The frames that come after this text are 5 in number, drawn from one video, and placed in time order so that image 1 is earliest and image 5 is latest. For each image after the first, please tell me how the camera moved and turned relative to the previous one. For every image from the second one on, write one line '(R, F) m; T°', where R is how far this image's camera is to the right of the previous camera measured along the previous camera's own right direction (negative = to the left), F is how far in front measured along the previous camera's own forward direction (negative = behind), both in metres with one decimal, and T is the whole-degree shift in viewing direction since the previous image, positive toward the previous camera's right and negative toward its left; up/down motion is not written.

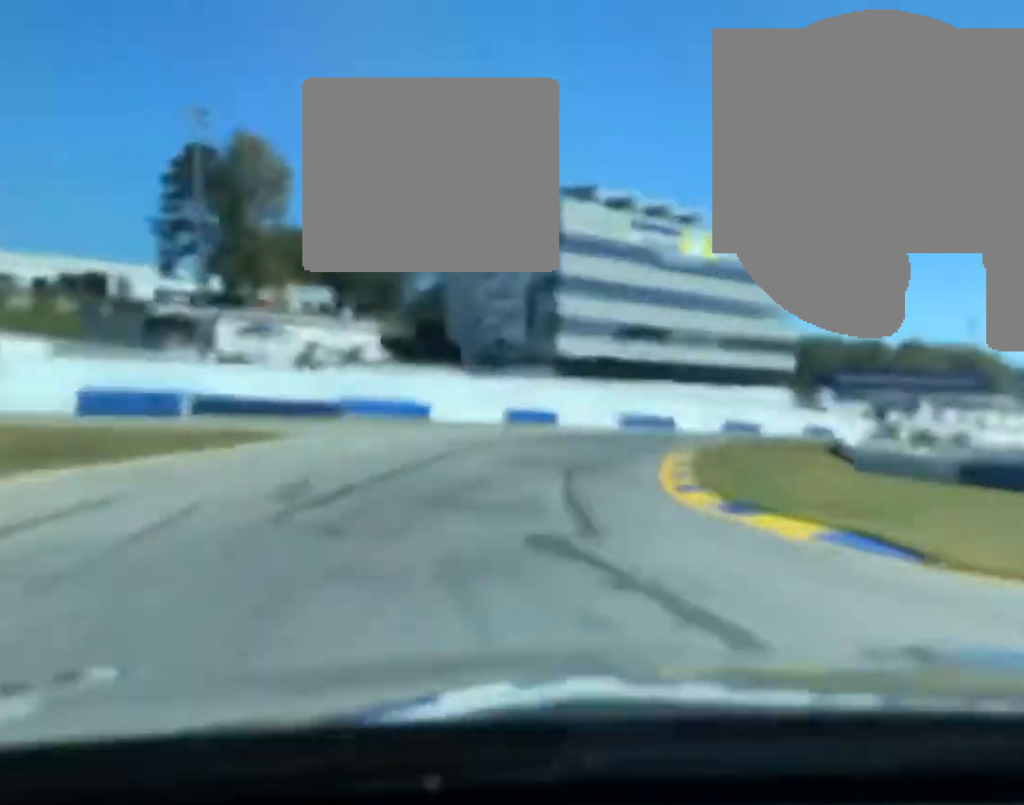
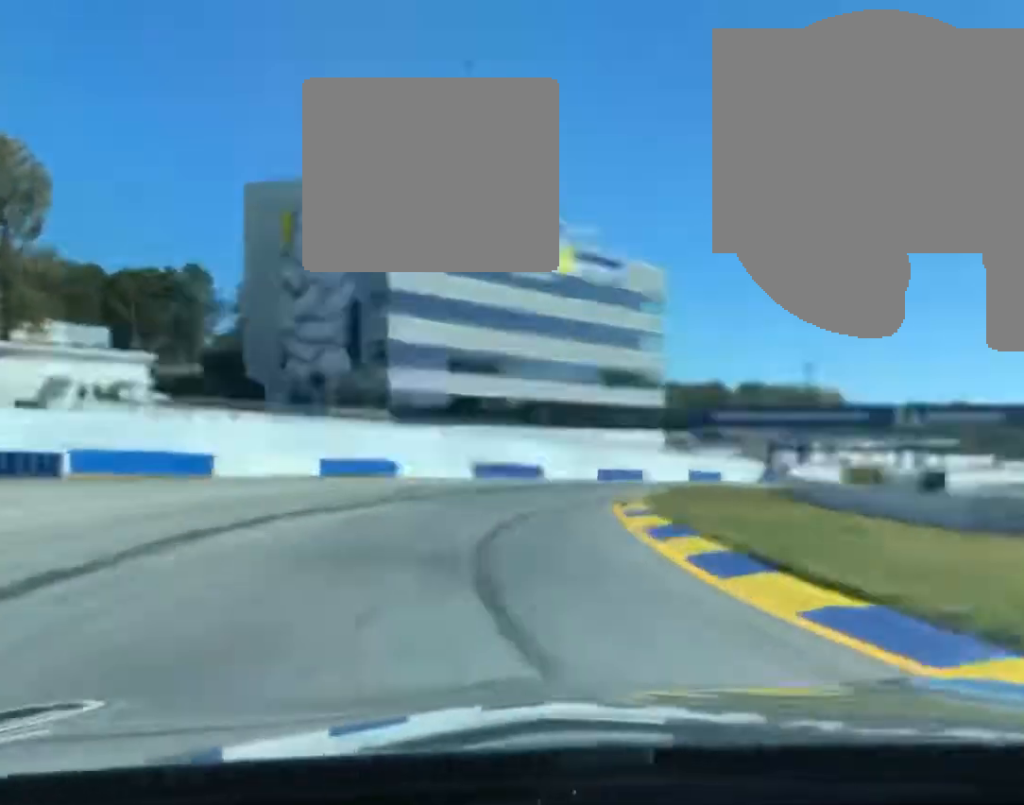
(-0.6, +23.7) m; +11°
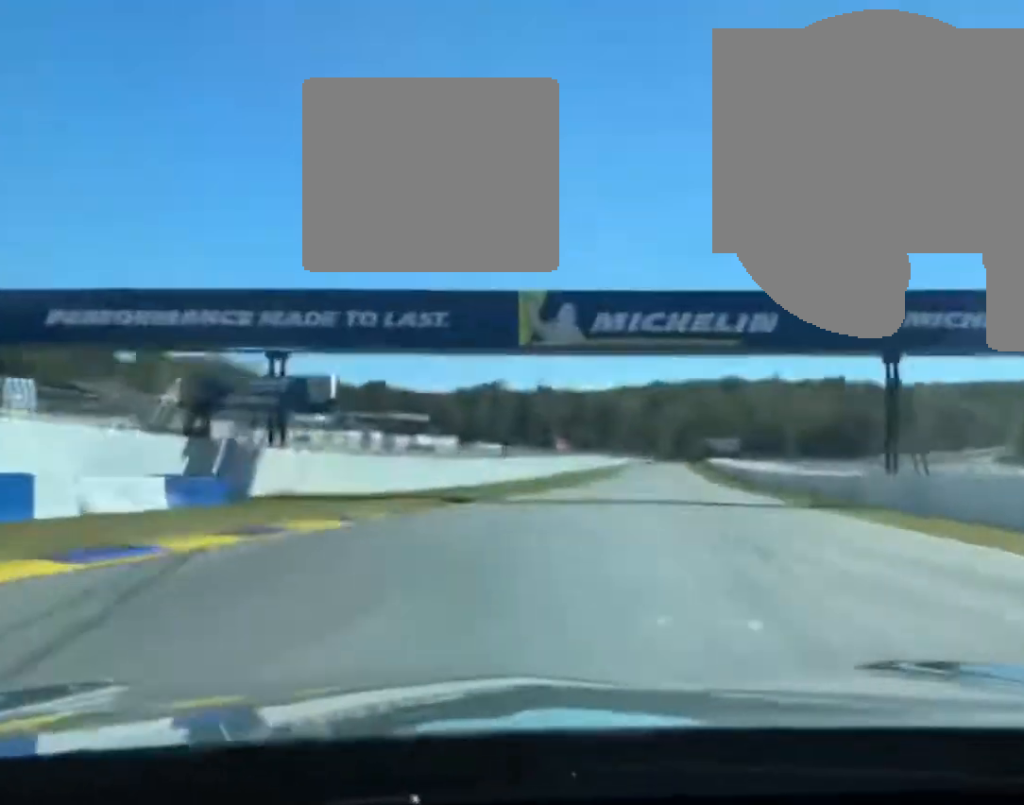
(+14.0, +109.5) m; +4°
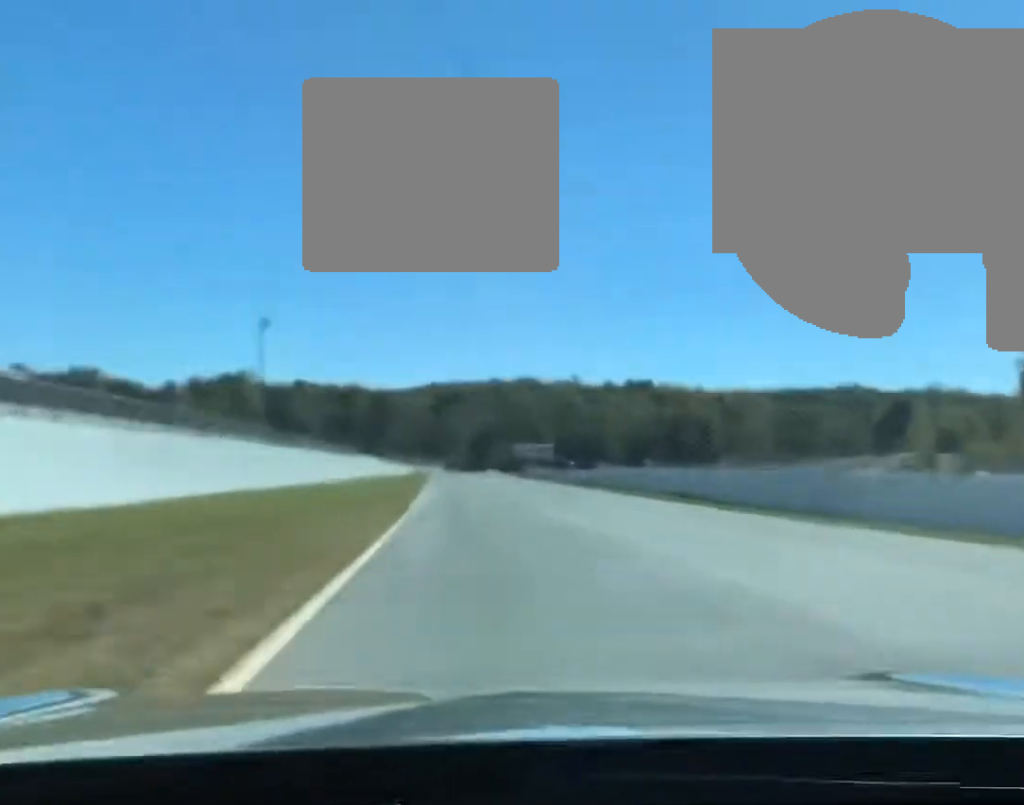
(+16.9, +125.7) m; +27°
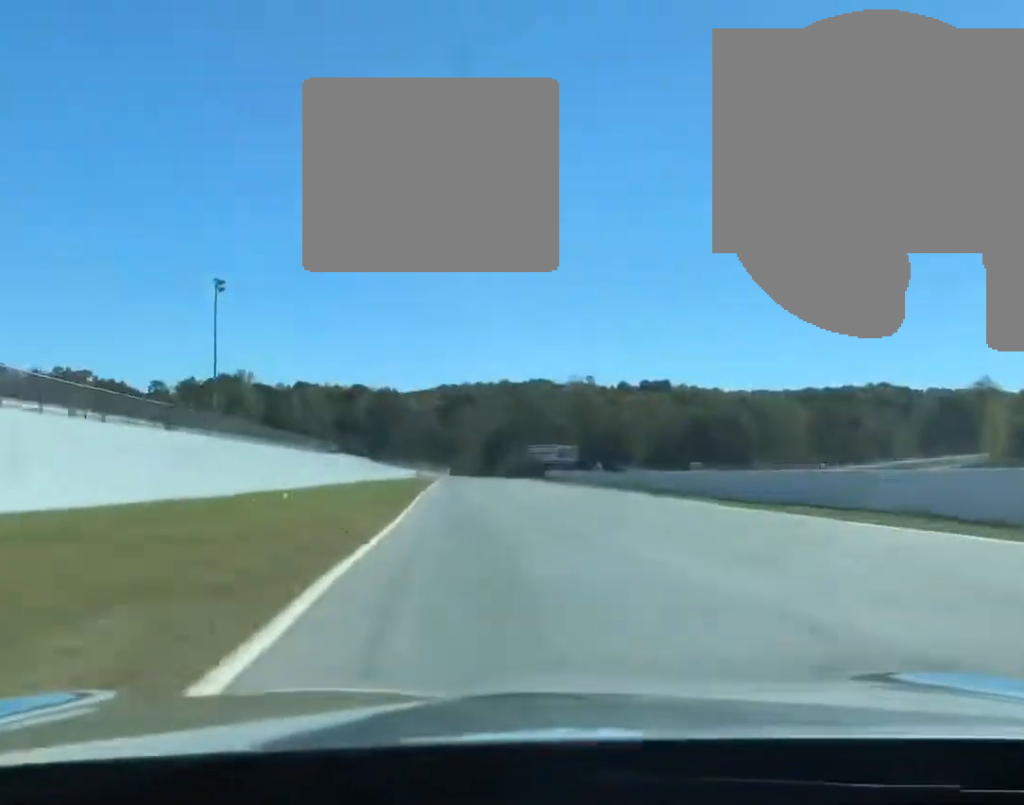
(+4.8, +39.3) m; 0°
